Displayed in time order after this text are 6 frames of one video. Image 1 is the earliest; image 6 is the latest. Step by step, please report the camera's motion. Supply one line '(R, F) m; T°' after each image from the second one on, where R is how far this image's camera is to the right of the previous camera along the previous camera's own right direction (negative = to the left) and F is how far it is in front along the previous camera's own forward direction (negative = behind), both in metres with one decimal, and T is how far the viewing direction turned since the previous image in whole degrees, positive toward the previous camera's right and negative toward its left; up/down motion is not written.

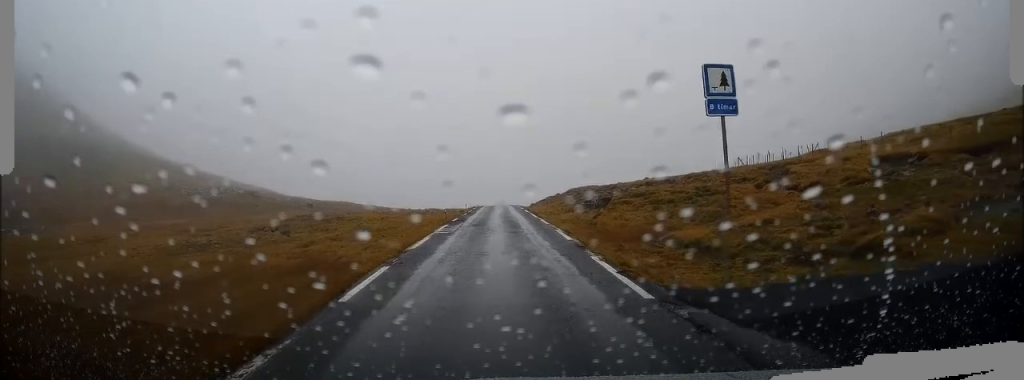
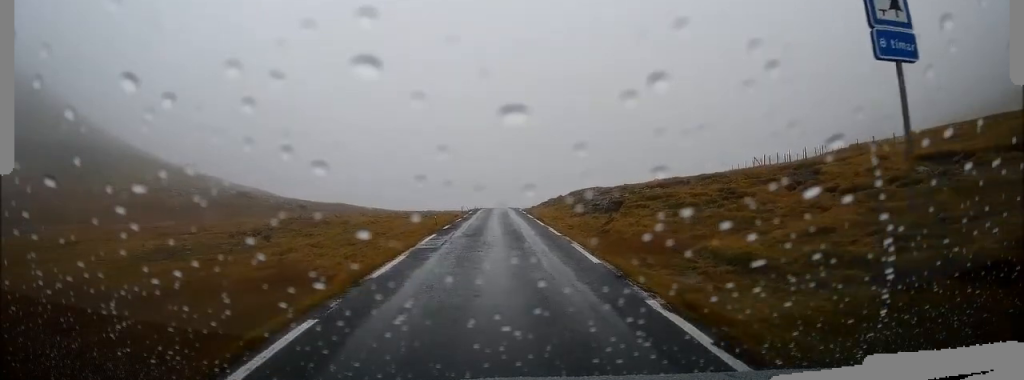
(0.0, +4.2) m; 0°
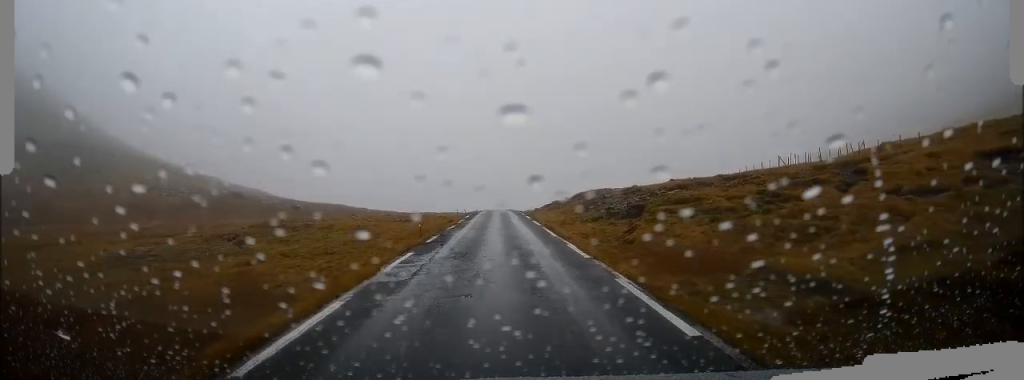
(0.0, +5.1) m; 0°
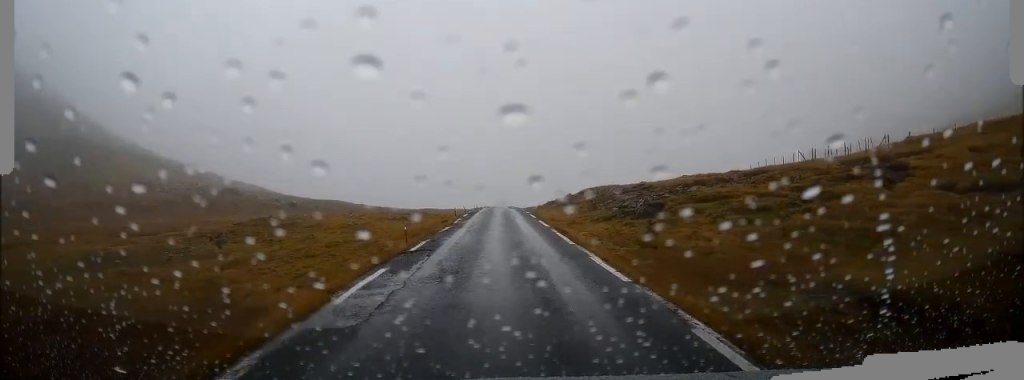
(0.0, +3.1) m; 0°
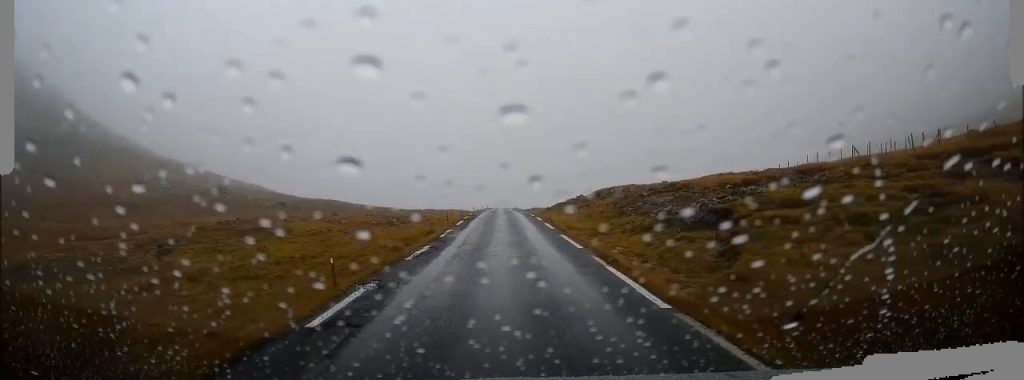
(+0.2, +7.0) m; +6°
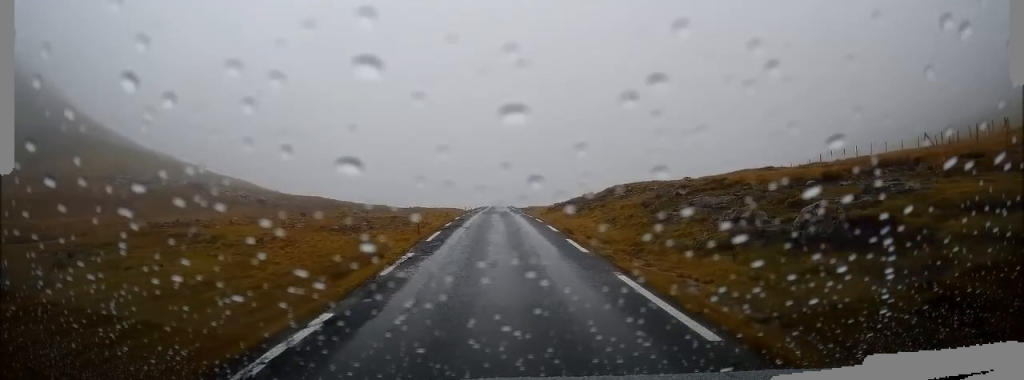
(0.0, +7.9) m; 0°
